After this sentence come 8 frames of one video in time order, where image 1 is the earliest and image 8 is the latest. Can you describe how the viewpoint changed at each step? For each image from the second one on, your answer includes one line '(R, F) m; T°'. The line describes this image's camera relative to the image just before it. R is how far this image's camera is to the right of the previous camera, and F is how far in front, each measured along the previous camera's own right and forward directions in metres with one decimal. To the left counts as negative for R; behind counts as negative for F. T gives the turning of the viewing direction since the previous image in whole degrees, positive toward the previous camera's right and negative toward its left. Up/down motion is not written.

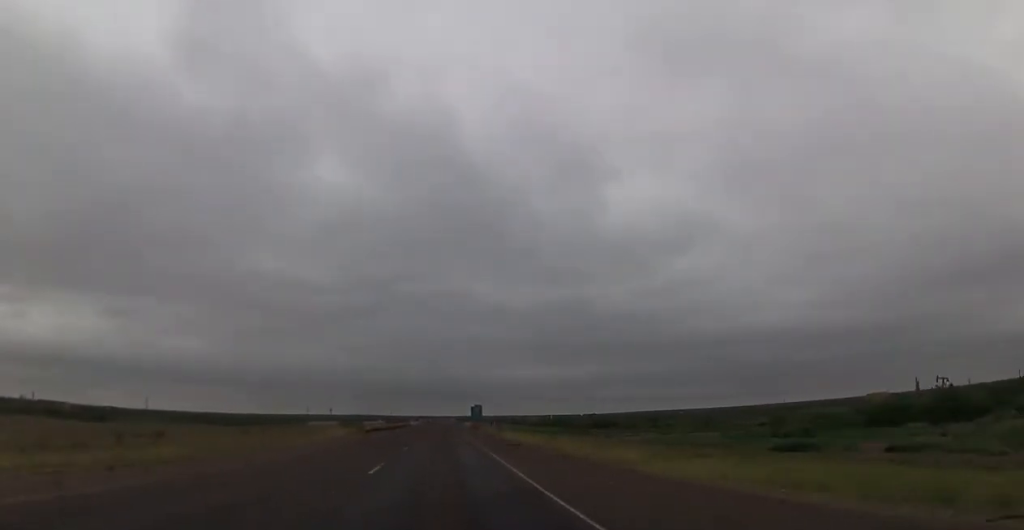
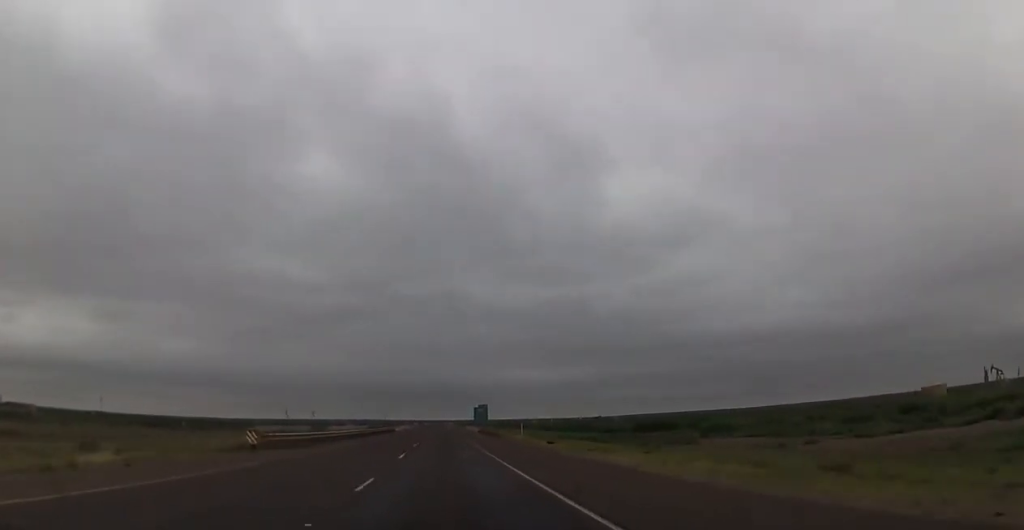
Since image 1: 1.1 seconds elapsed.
(+0.1, +40.4) m; 0°
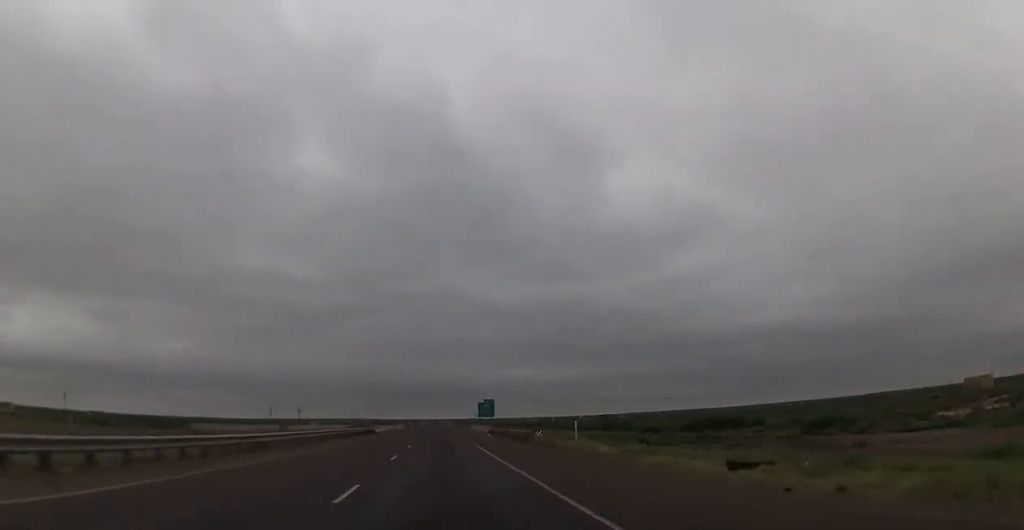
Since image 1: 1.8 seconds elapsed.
(-0.1, +26.9) m; 0°
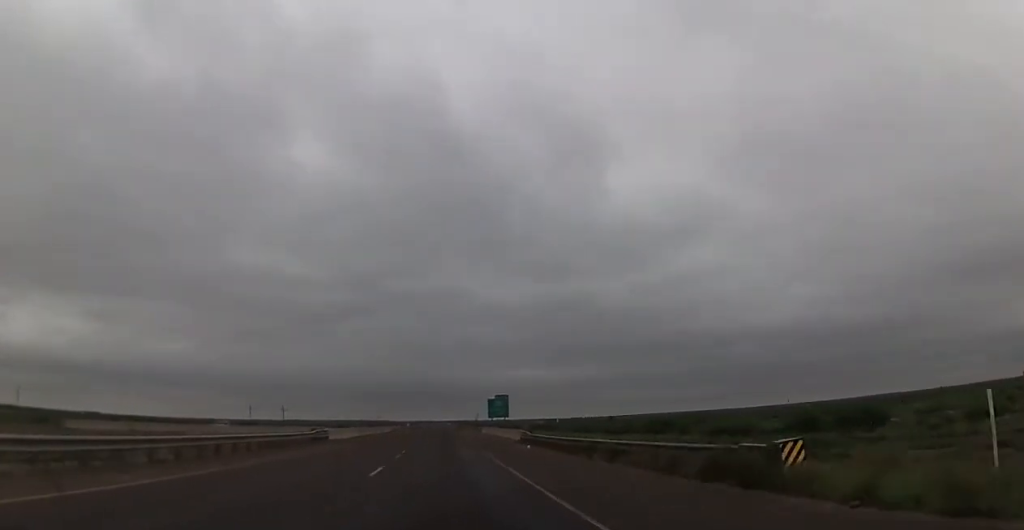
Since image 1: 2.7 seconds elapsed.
(0.0, +30.6) m; 0°
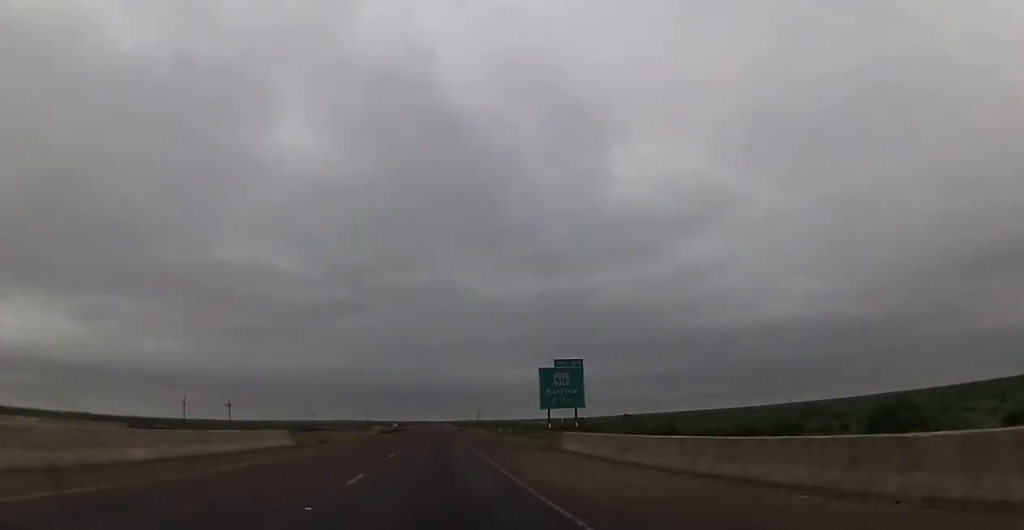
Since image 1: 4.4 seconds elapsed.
(-0.2, +63.4) m; 0°
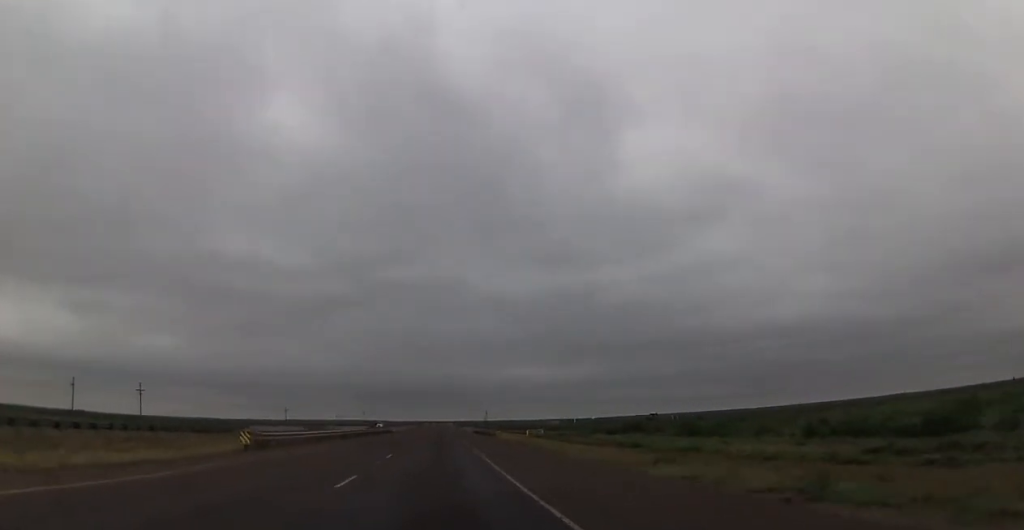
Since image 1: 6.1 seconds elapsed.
(+0.7, +62.3) m; 0°
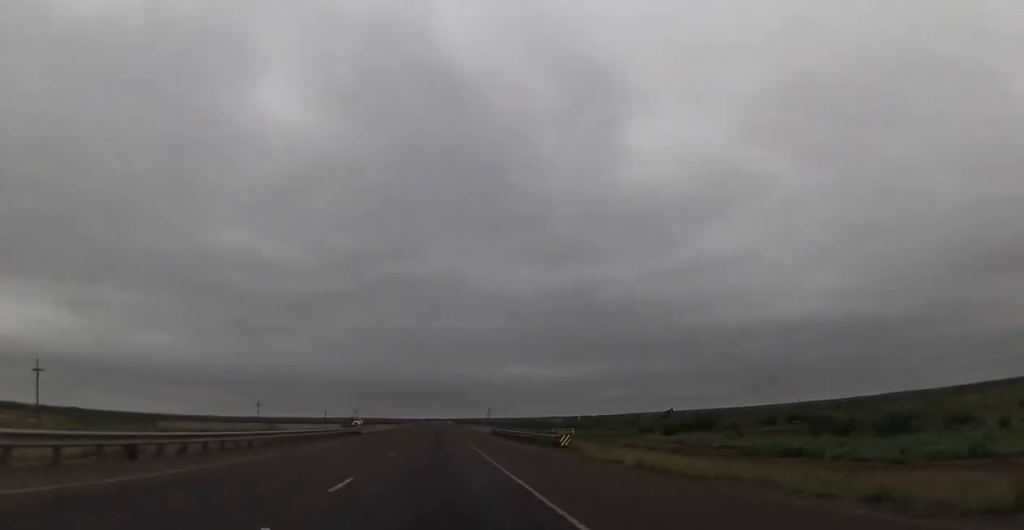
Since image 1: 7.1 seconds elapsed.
(-0.4, +37.8) m; 0°
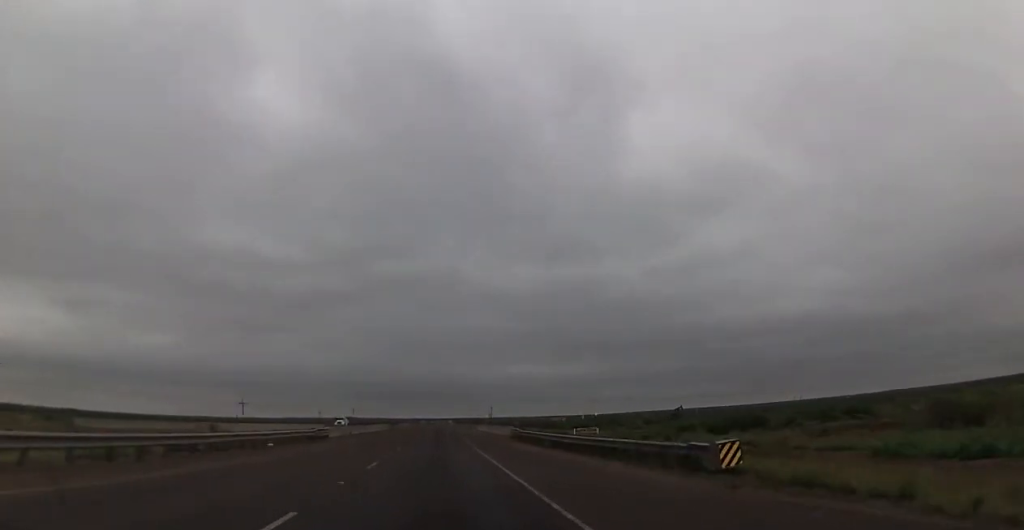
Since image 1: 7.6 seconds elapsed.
(+0.1, +18.3) m; 0°
